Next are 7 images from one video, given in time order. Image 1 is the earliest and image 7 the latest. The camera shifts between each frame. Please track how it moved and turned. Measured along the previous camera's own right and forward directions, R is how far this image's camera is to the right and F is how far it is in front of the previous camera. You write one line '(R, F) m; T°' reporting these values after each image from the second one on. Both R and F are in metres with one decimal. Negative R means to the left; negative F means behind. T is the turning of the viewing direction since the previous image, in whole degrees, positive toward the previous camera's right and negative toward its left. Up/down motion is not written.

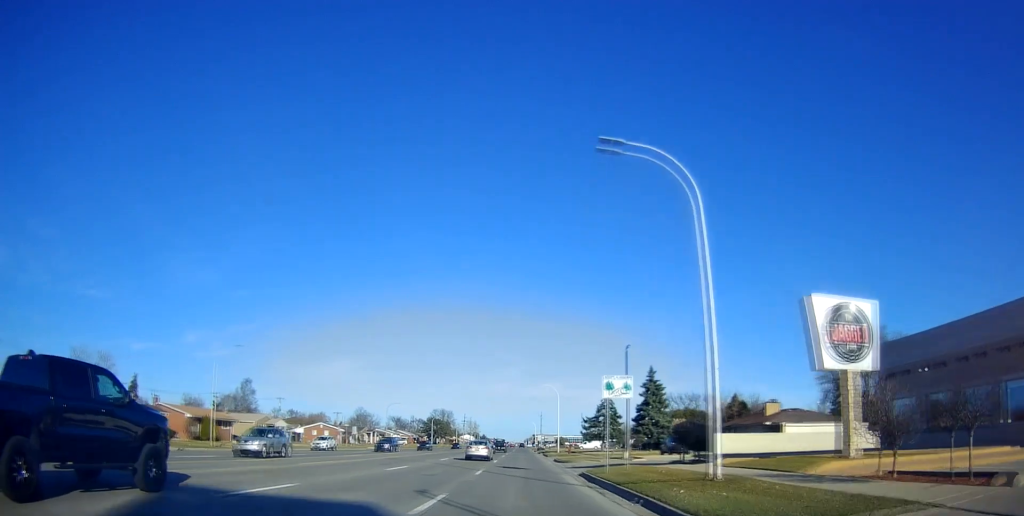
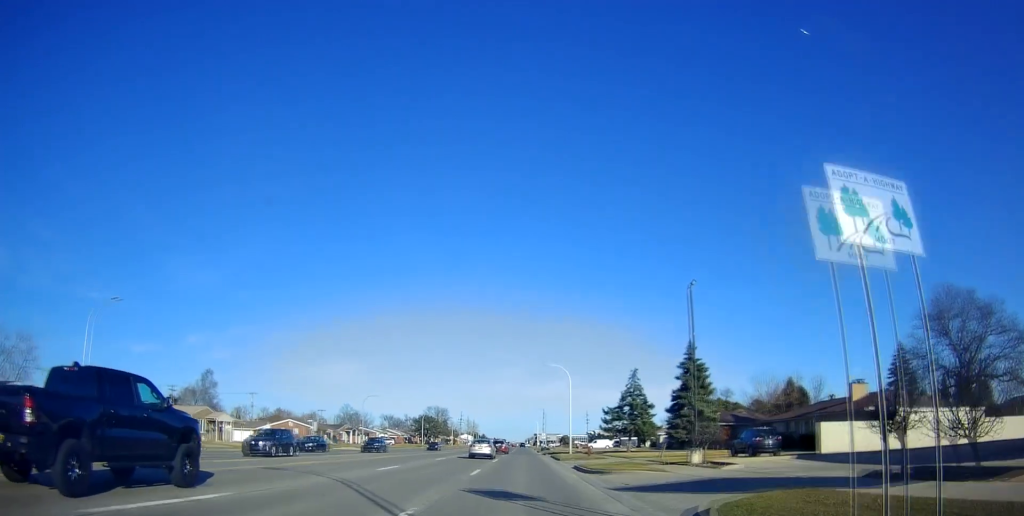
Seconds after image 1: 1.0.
(-0.2, +18.0) m; -1°
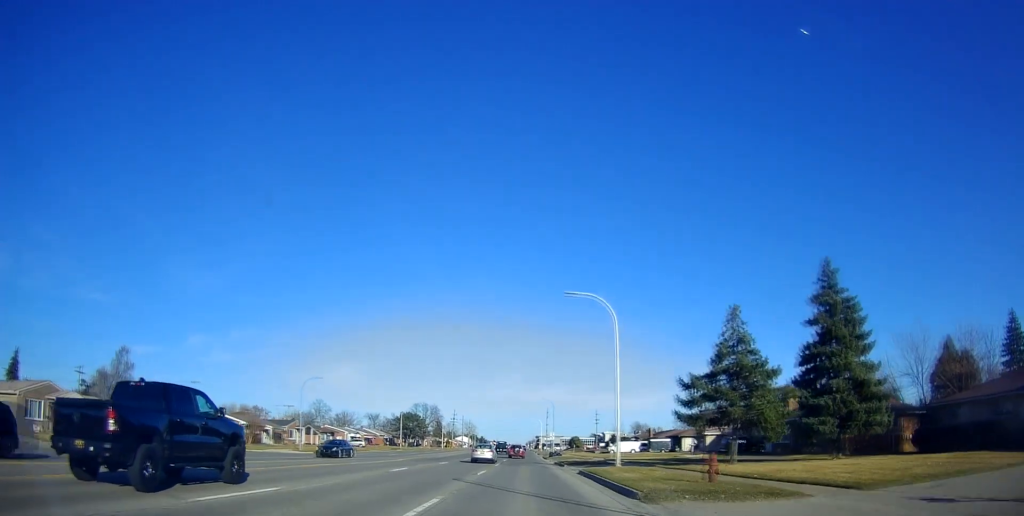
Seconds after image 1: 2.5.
(+0.2, +28.5) m; 0°
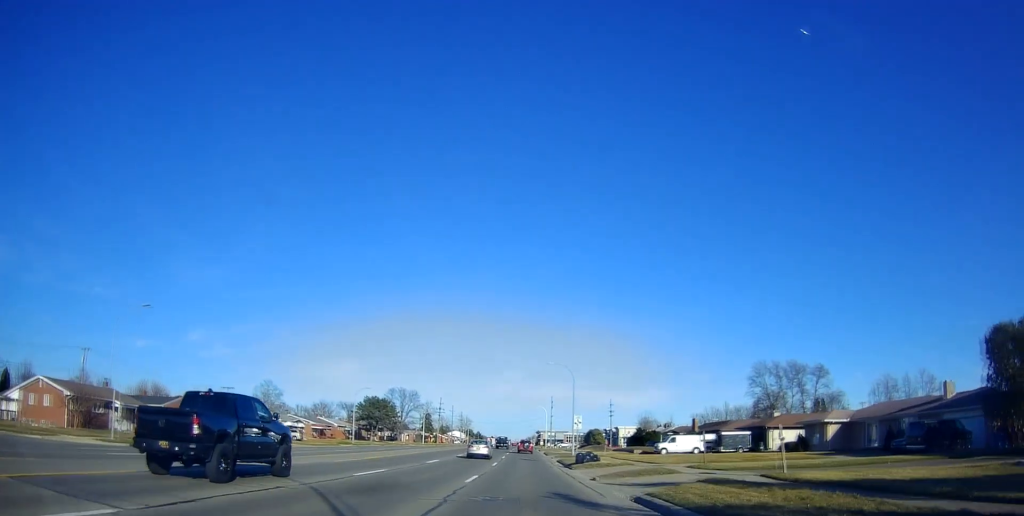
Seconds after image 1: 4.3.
(-0.1, +36.7) m; +1°
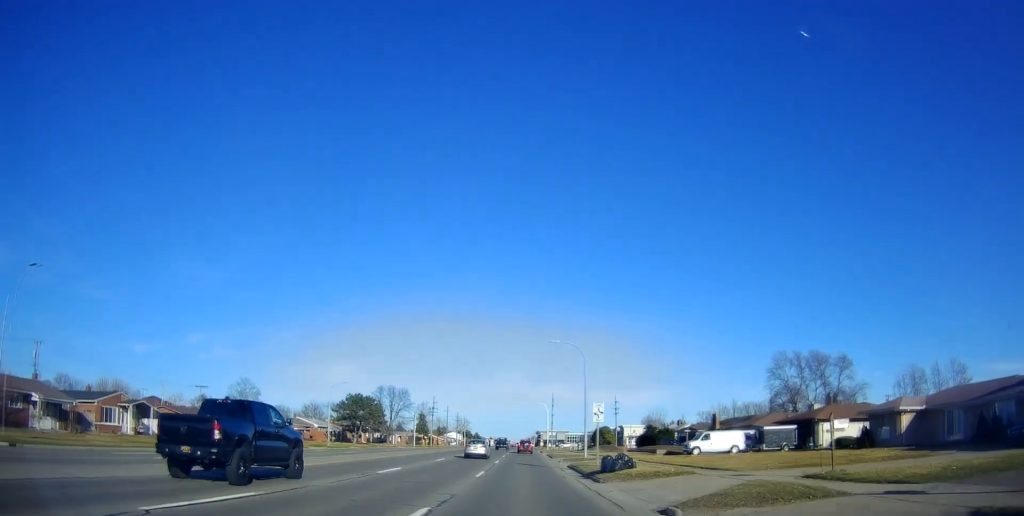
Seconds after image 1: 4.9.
(+0.1, +11.9) m; 0°
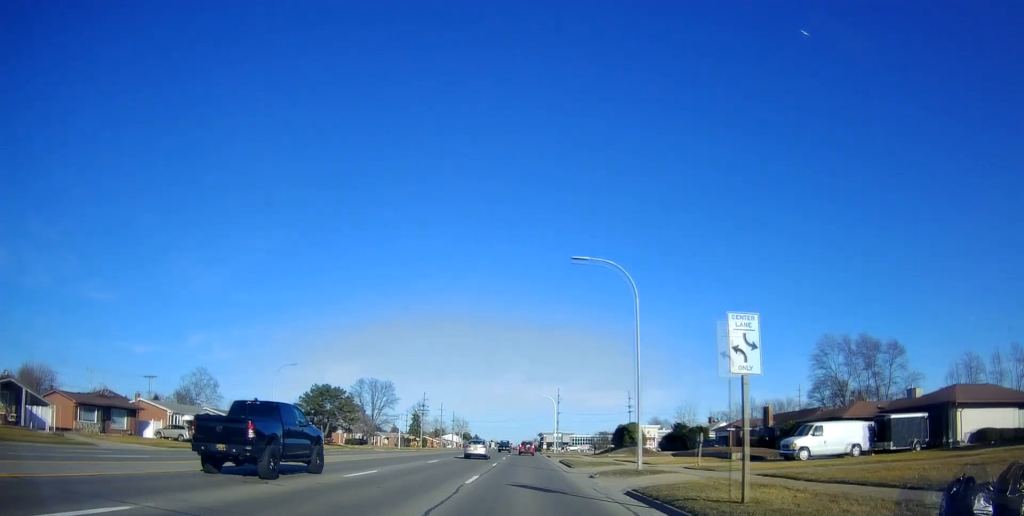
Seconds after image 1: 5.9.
(-0.2, +19.9) m; -1°
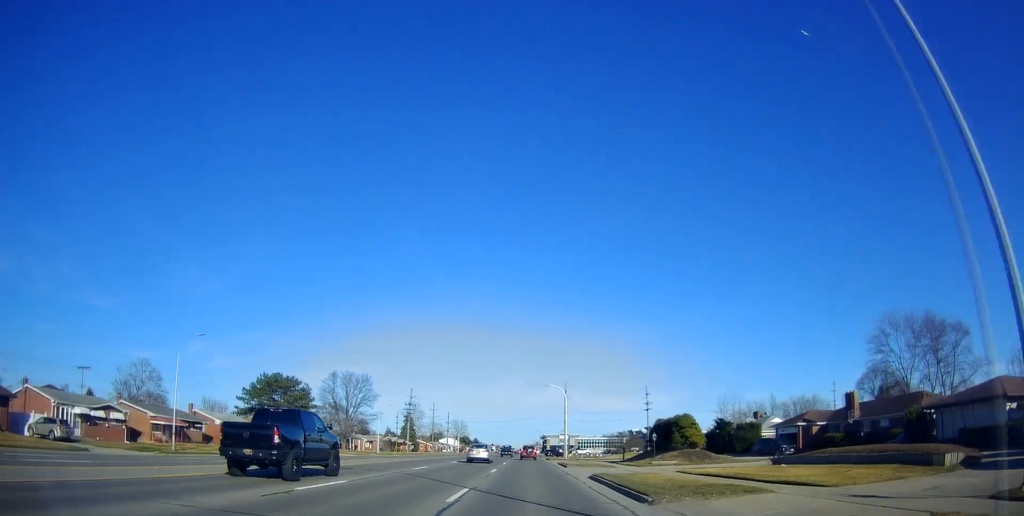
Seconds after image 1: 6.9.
(-0.1, +20.1) m; 0°
